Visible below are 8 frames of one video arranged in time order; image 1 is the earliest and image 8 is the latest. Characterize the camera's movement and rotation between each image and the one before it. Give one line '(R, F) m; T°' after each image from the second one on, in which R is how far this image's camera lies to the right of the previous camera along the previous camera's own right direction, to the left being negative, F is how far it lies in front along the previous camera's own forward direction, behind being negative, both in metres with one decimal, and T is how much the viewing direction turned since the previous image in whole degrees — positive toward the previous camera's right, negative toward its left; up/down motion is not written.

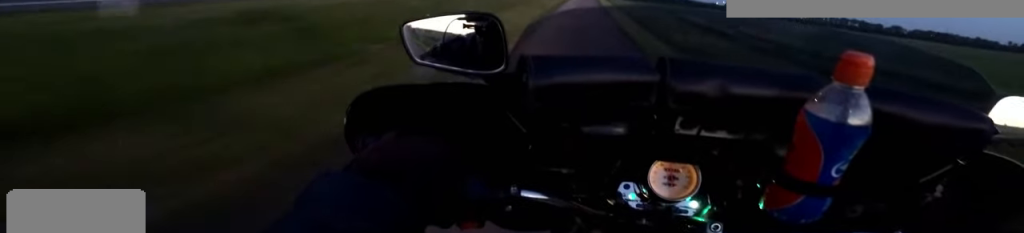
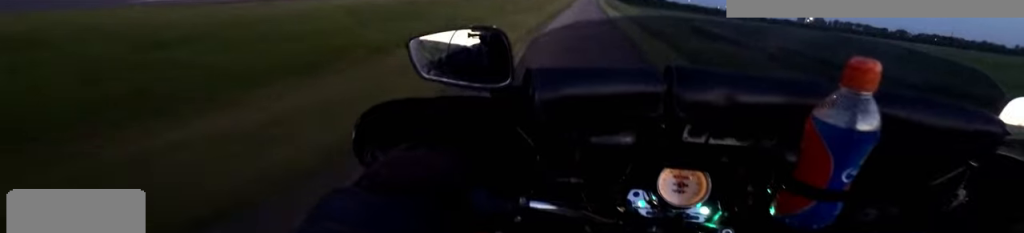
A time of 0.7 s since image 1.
(0.0, +9.7) m; +1°
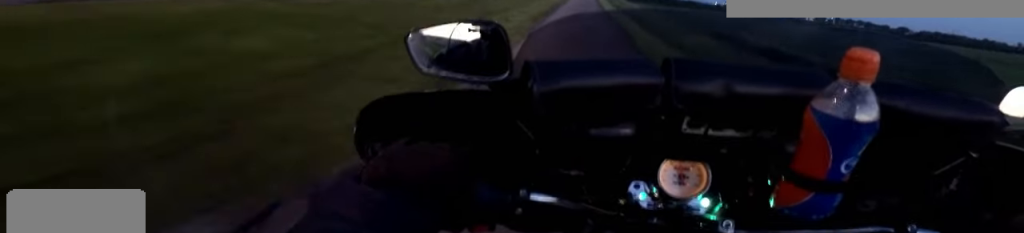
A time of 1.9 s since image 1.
(+0.2, +16.0) m; +1°
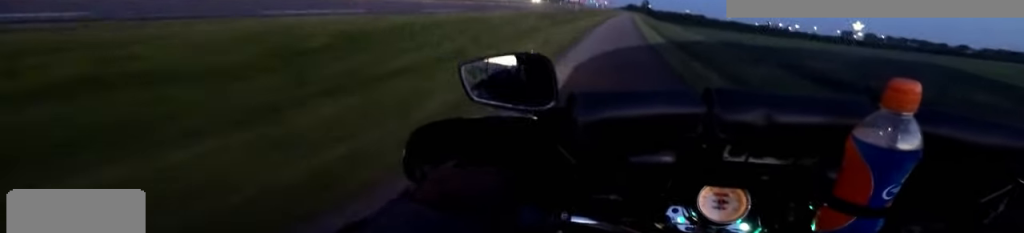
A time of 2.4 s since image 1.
(+0.2, +6.9) m; 0°
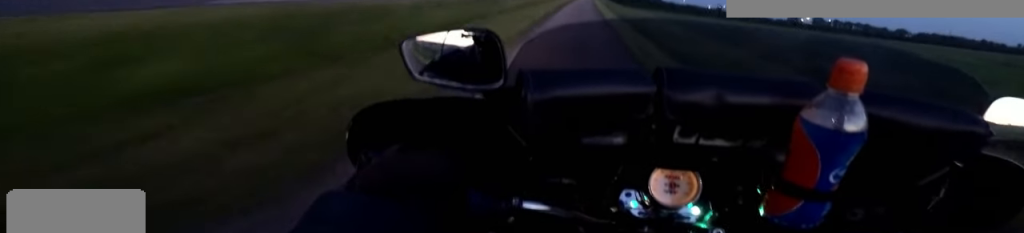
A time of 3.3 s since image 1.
(-0.3, +12.3) m; +2°
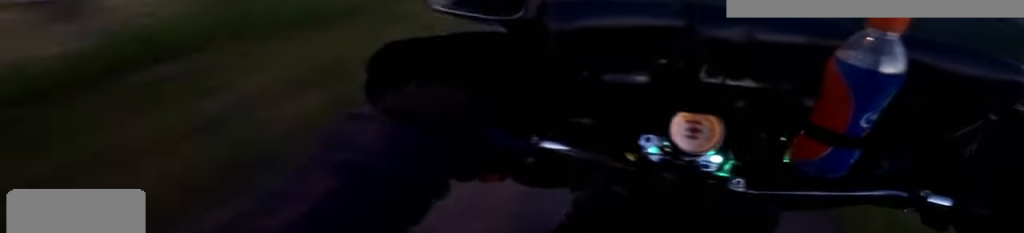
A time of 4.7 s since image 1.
(+0.7, +17.4) m; 0°
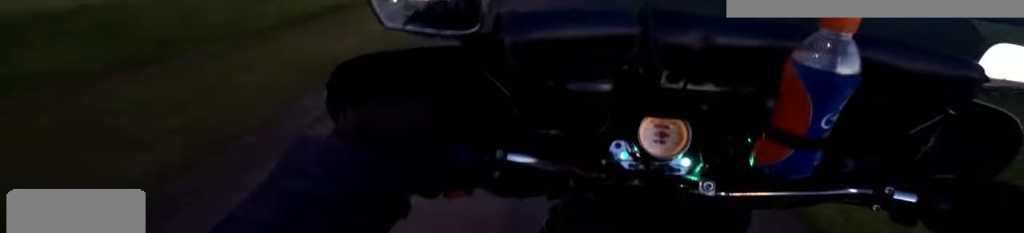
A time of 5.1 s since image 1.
(-0.3, +5.0) m; -1°
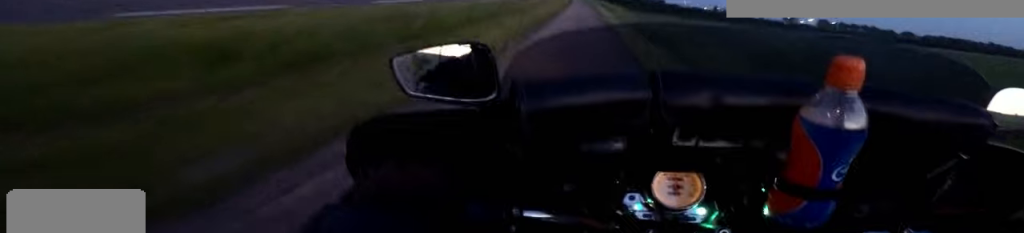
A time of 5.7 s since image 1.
(-0.1, +7.4) m; -1°
